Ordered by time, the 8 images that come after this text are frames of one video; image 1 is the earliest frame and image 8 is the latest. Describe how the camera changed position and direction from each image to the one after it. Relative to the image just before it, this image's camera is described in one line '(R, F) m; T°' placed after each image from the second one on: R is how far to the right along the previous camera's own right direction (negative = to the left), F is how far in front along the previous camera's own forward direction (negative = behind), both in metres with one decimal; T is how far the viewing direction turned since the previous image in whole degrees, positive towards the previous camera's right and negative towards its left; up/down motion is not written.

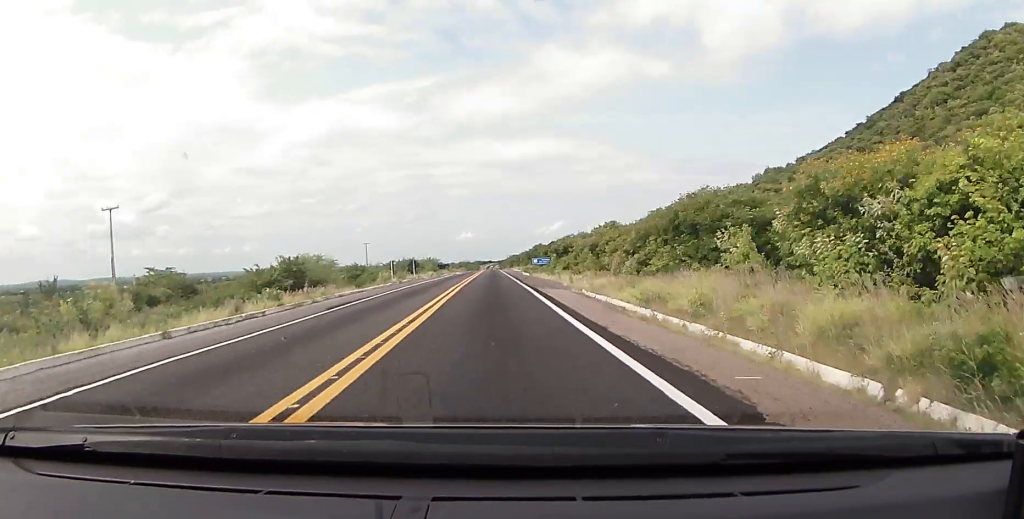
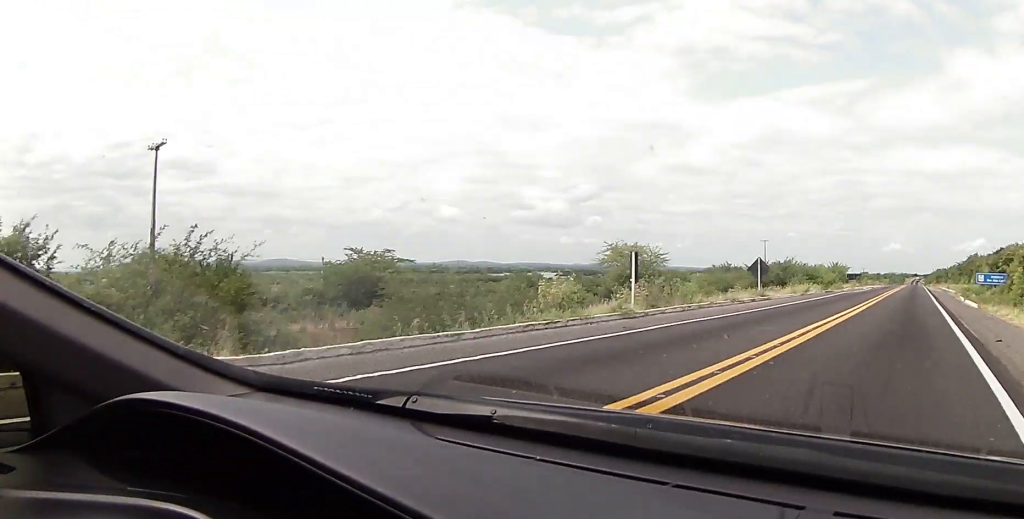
(+0.6, +36.8) m; +1°
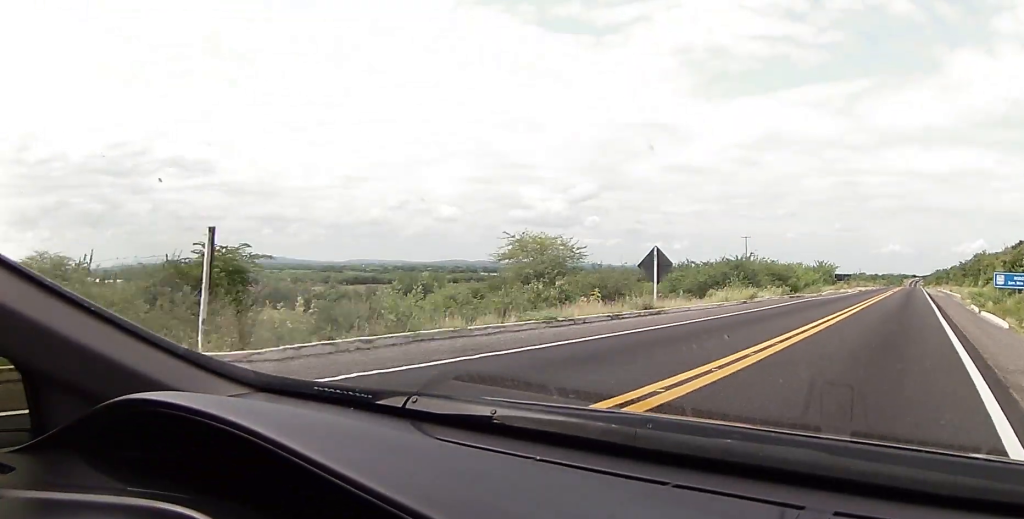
(-0.1, +14.2) m; 0°
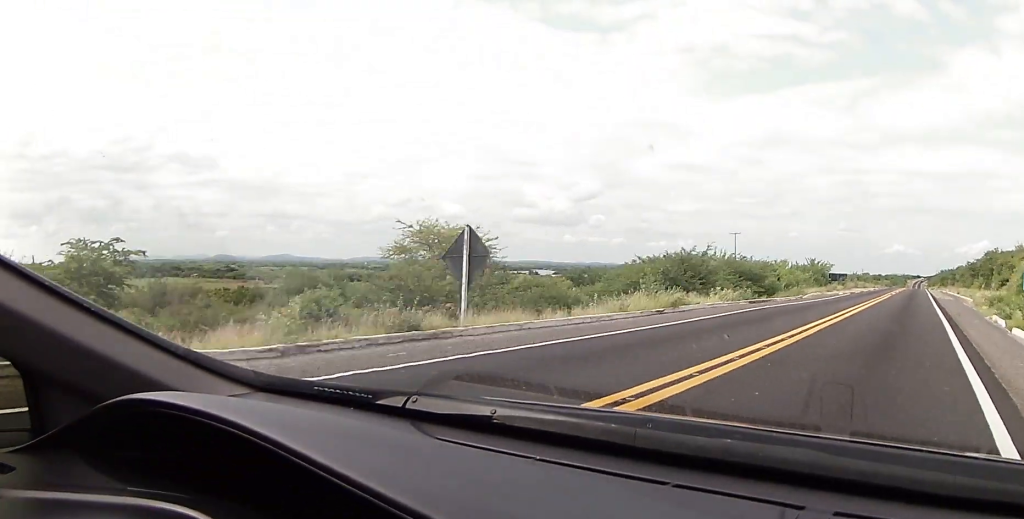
(0.0, +10.3) m; 0°
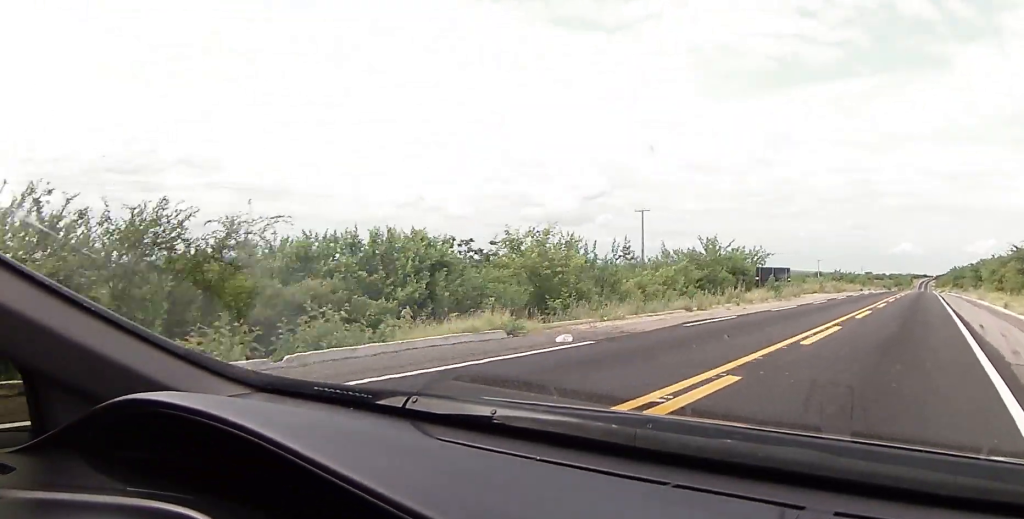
(-0.4, +42.4) m; -1°
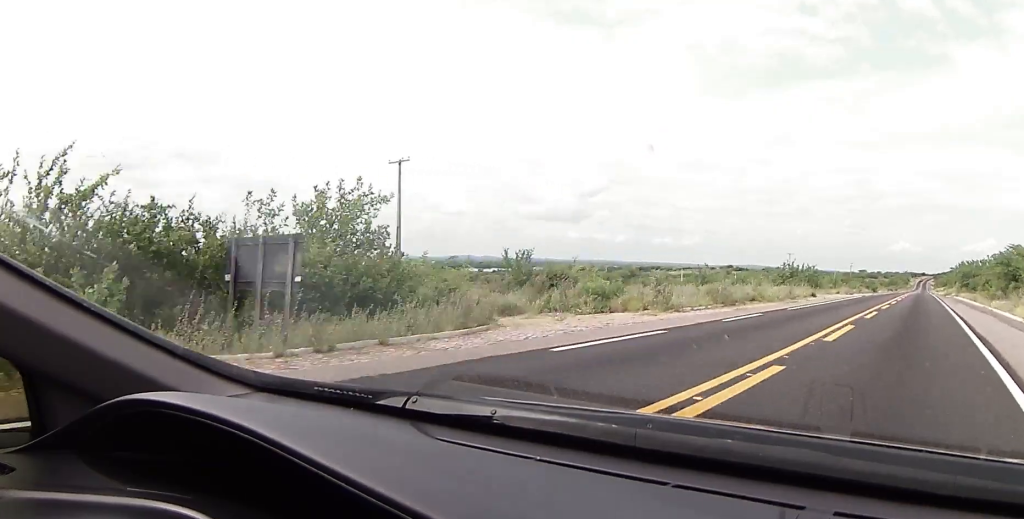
(-0.1, +39.0) m; 0°
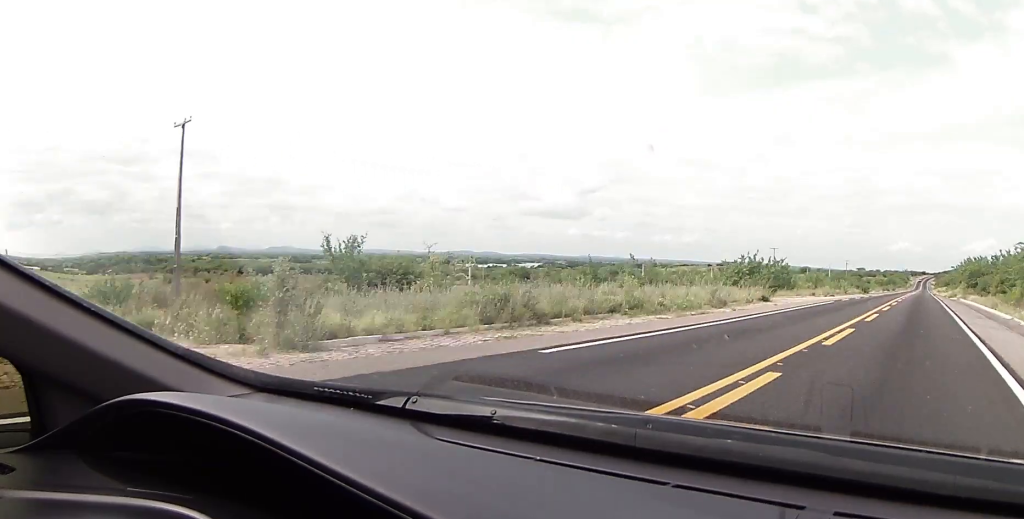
(-0.1, +16.5) m; +1°
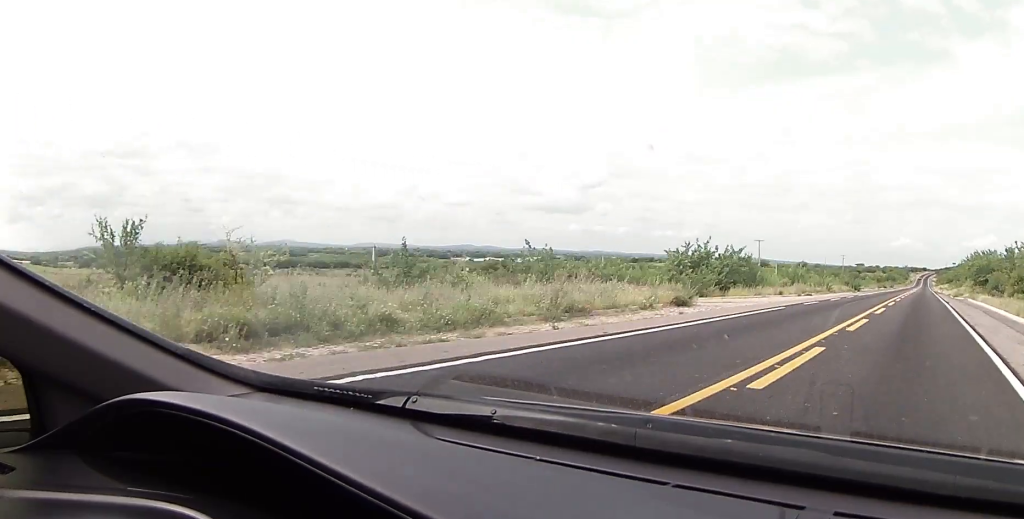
(+0.3, +13.4) m; 0°
